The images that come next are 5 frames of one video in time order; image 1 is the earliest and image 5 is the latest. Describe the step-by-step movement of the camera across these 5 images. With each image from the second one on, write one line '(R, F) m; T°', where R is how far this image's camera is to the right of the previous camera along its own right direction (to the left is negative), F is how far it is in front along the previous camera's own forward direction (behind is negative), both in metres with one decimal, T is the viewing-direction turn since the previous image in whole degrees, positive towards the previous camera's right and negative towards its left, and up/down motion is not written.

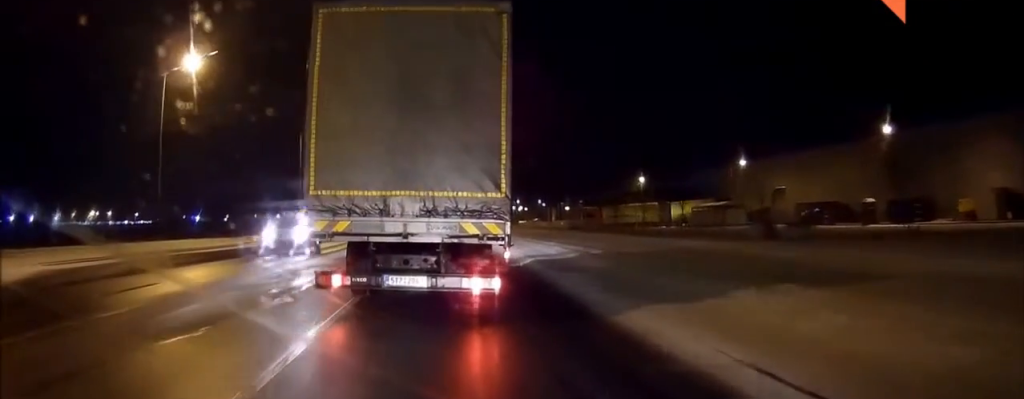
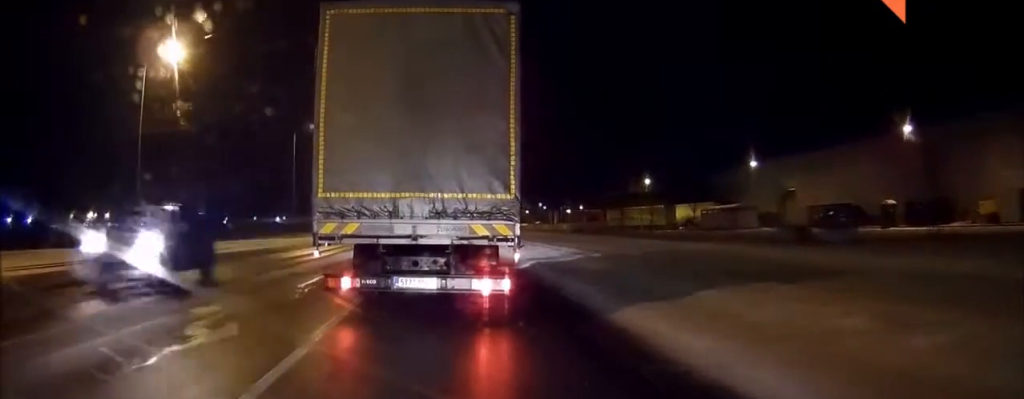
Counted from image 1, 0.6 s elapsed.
(0.0, +3.1) m; 0°
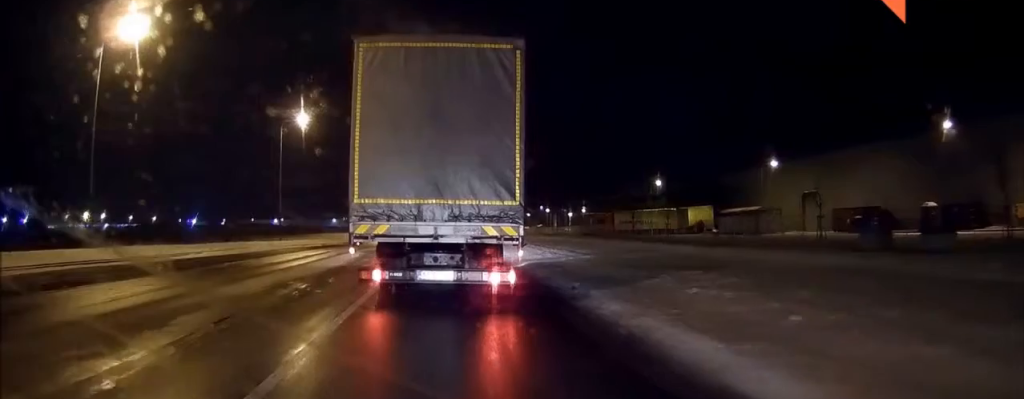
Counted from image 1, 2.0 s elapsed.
(0.0, +5.9) m; -1°
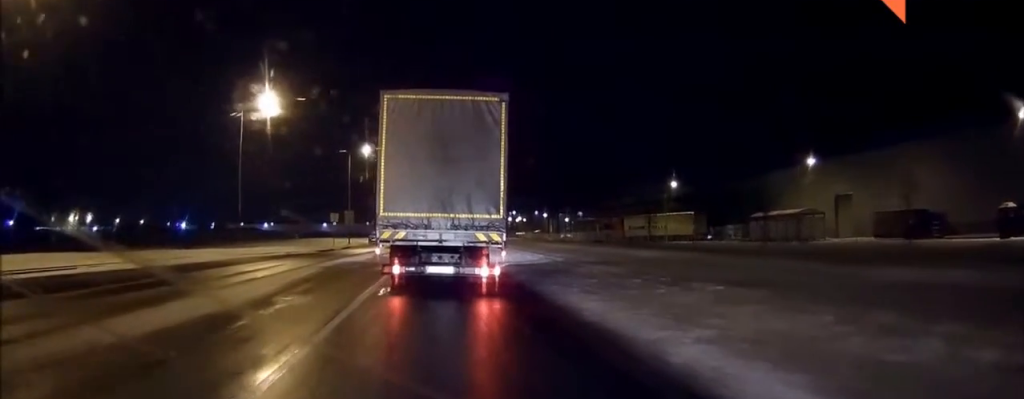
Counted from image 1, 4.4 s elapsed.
(-0.2, +9.9) m; -1°
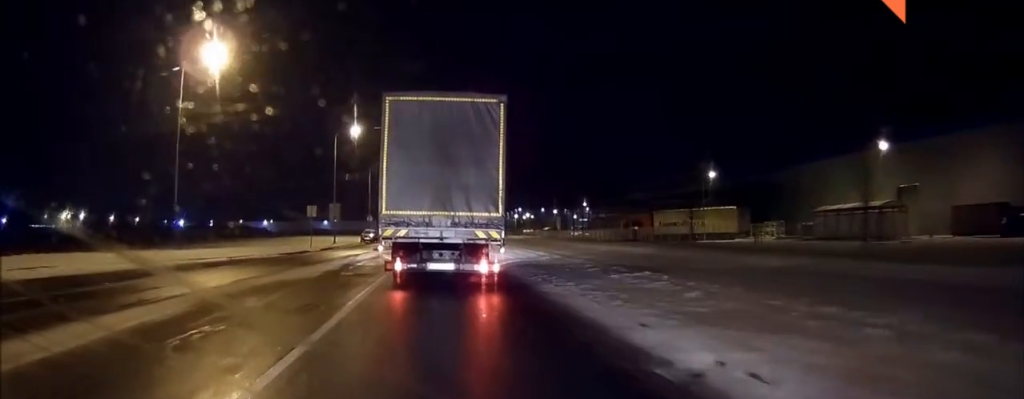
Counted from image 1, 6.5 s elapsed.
(-0.1, +12.0) m; 0°
